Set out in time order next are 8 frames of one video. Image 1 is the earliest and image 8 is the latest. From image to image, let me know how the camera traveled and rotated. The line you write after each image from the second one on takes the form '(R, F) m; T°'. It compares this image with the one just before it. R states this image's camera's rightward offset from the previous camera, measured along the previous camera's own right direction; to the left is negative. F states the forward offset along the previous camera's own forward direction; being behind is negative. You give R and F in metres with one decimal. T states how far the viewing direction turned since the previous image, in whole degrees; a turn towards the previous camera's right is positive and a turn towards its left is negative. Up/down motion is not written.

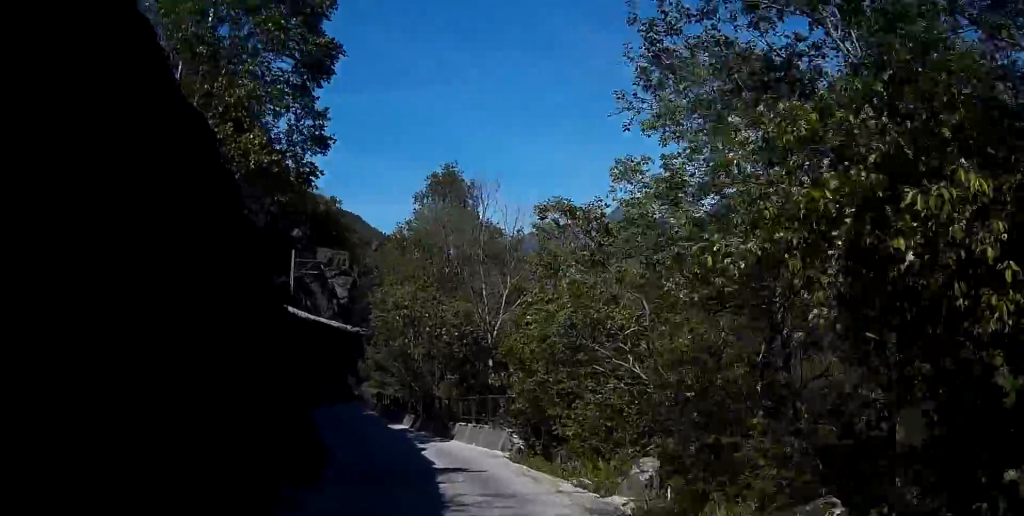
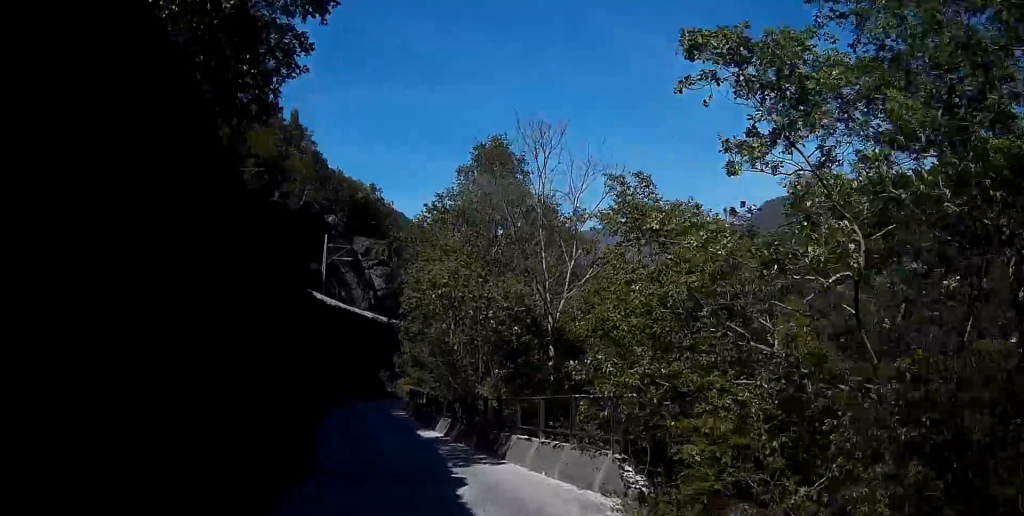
(0.0, +5.9) m; -2°
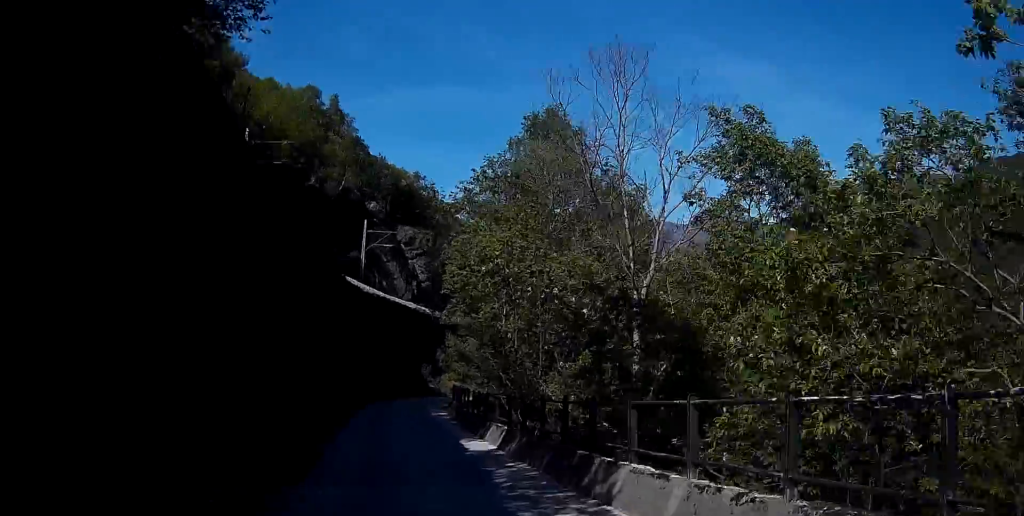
(+0.2, +4.9) m; -4°
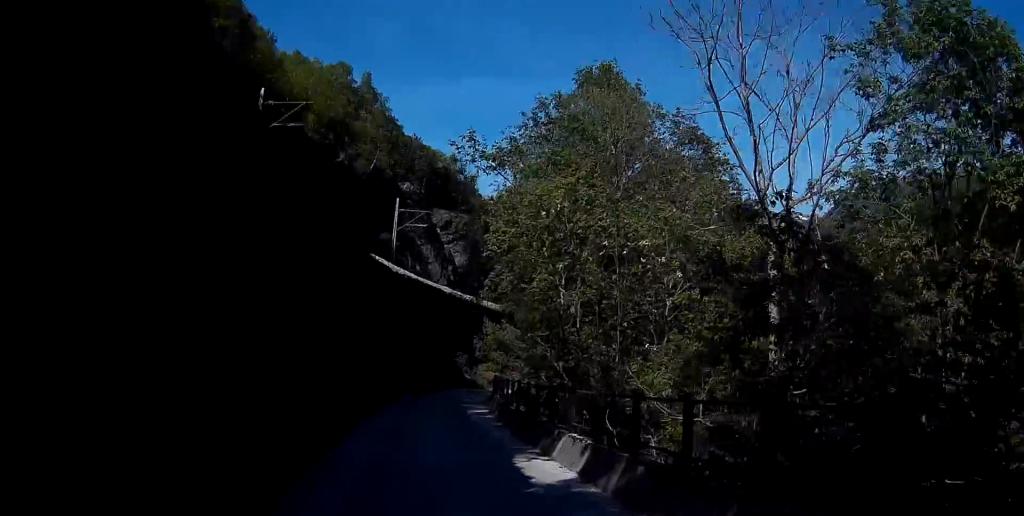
(-0.4, +5.6) m; -5°
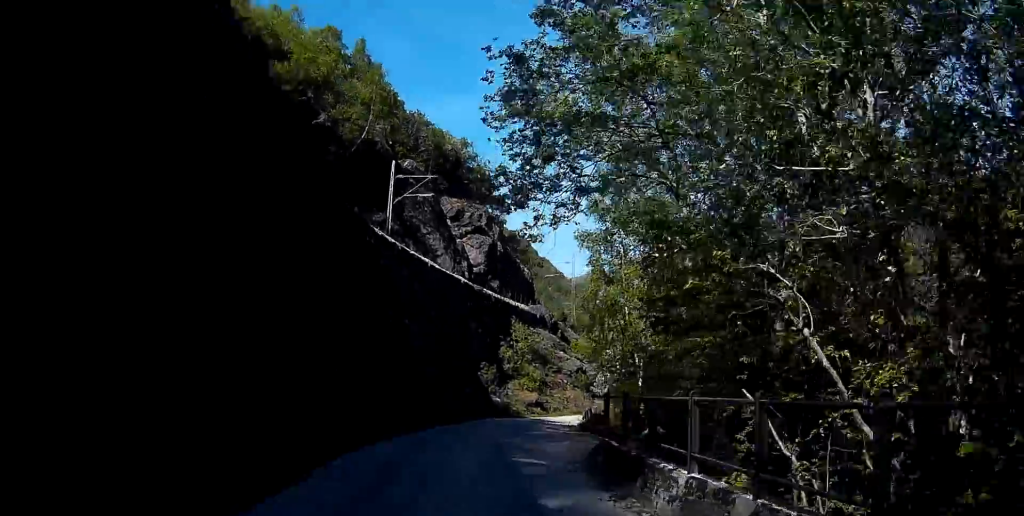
(-1.9, +17.9) m; -5°
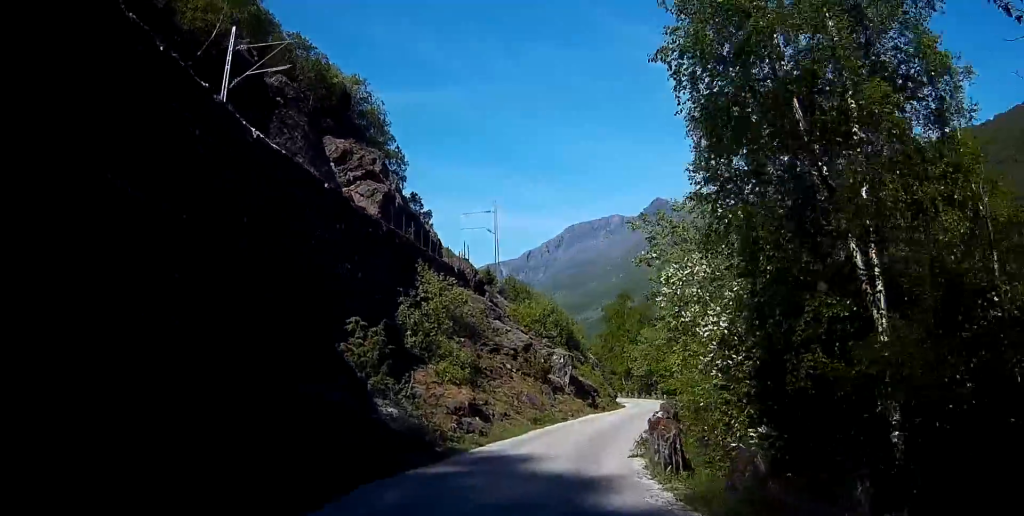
(+1.5, +20.6) m; +14°
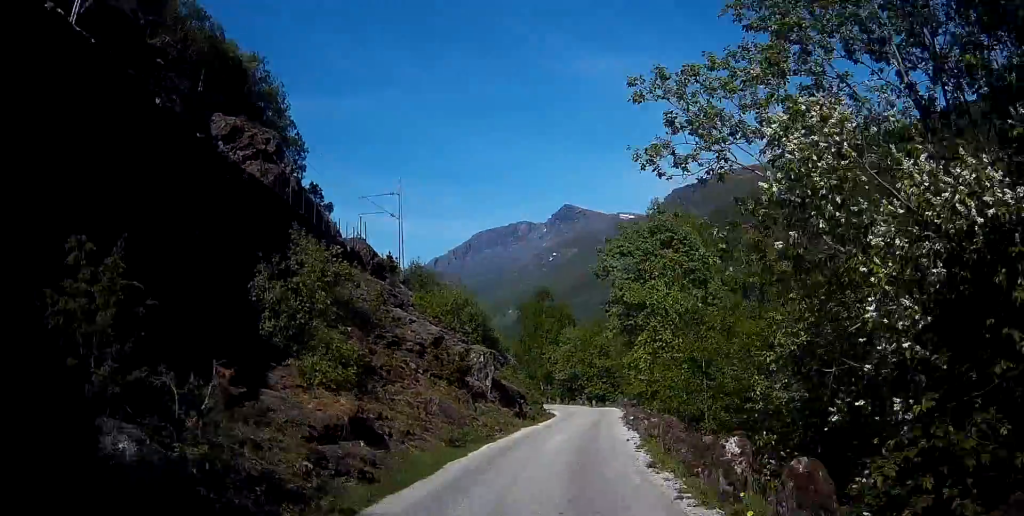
(+0.5, +7.8) m; +16°
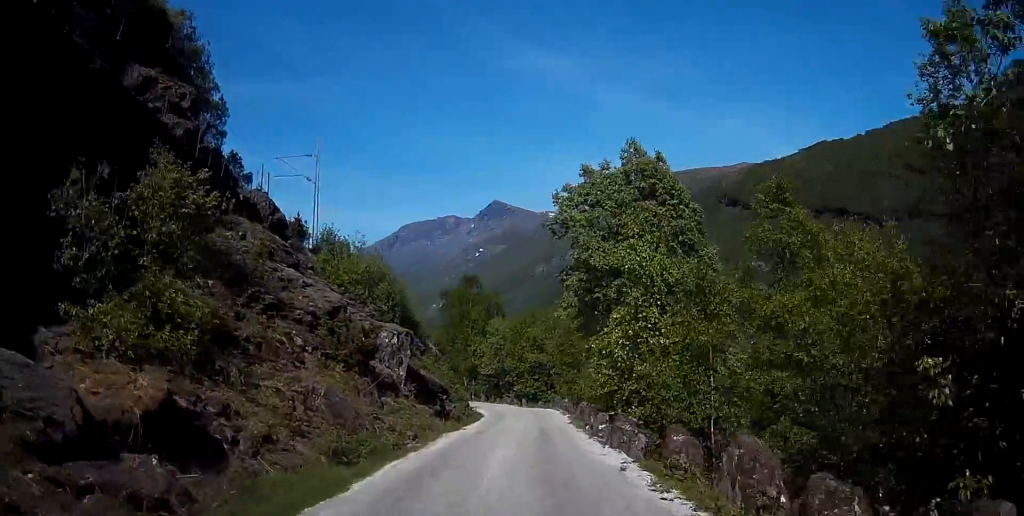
(+1.3, +6.1) m; +14°
